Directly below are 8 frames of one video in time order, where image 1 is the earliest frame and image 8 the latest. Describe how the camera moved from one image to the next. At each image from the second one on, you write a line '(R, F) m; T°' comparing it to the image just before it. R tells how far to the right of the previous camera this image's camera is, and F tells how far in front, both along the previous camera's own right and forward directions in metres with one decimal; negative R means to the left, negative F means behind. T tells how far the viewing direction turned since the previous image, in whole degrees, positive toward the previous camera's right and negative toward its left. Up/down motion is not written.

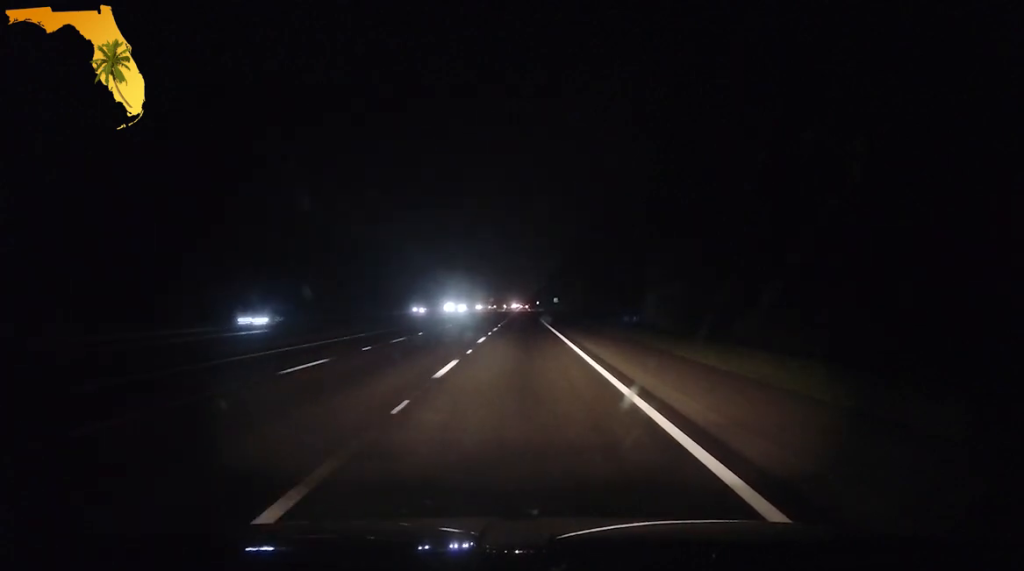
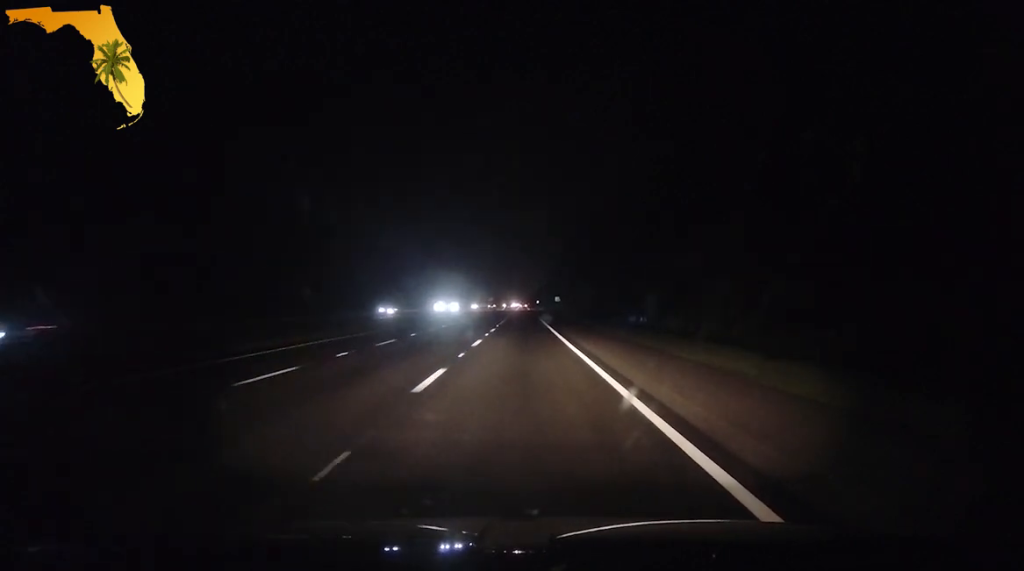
(0.0, +14.2) m; 0°
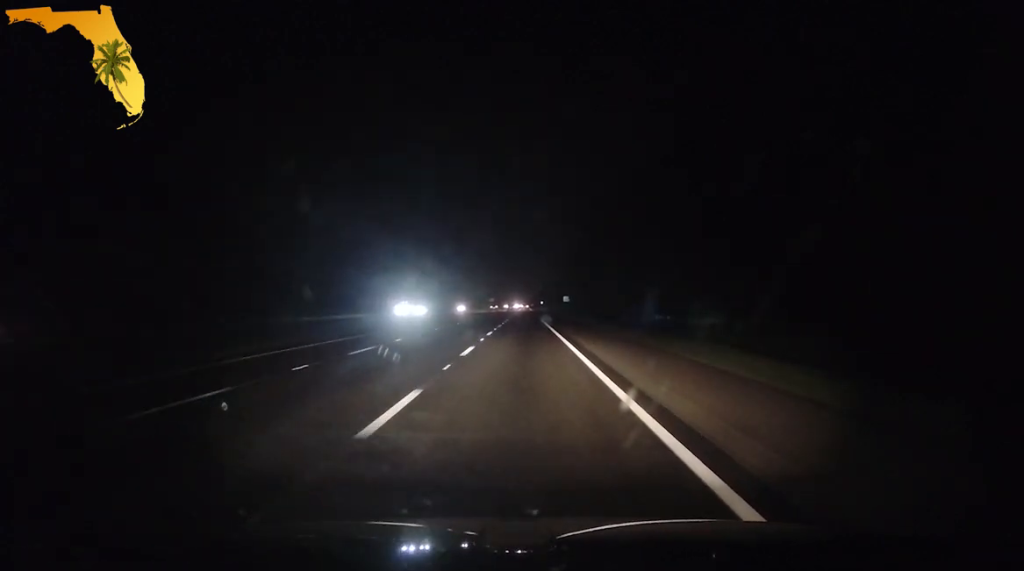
(-0.2, +39.3) m; 0°
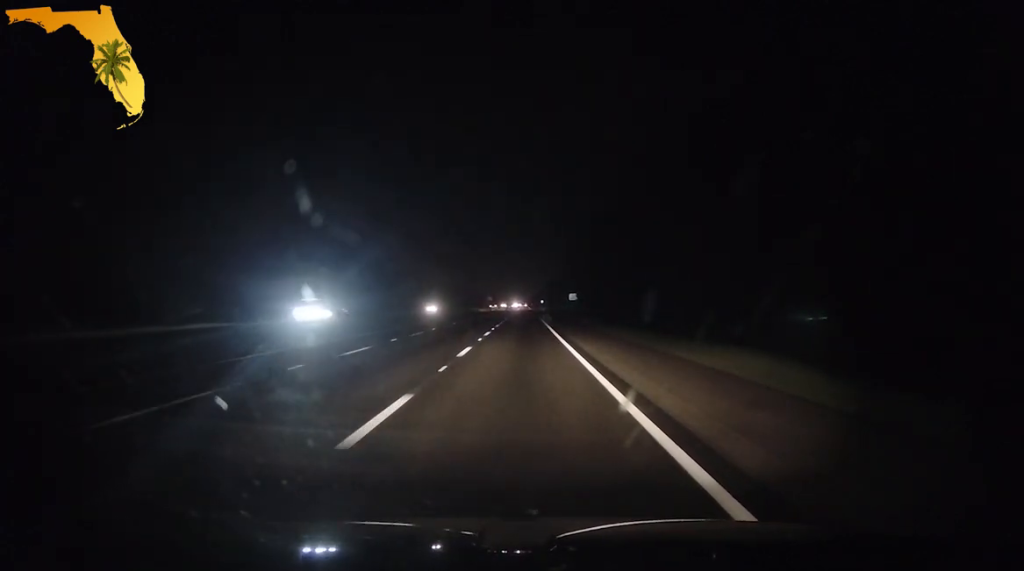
(0.0, +36.3) m; 0°
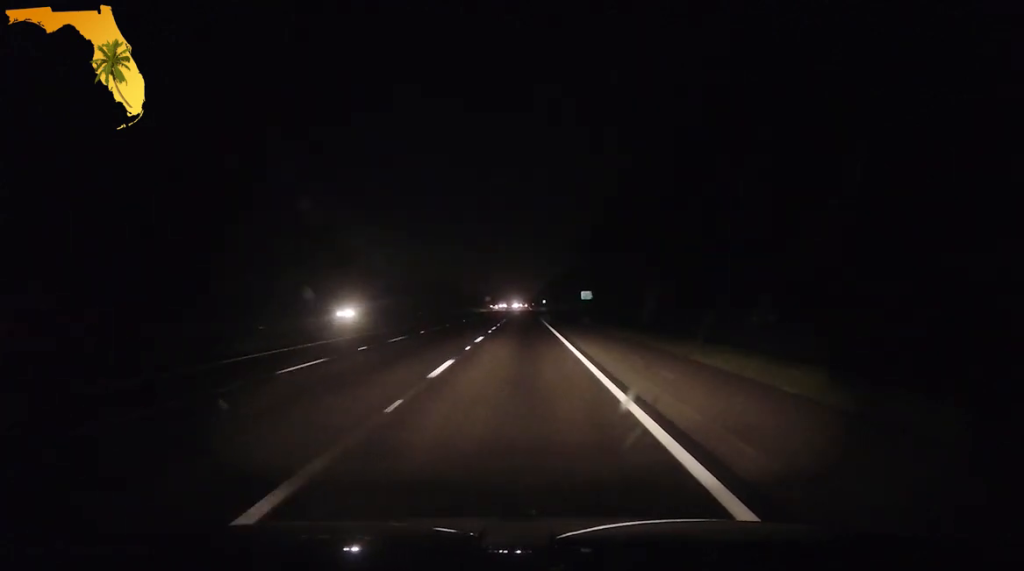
(+0.4, +40.8) m; +1°
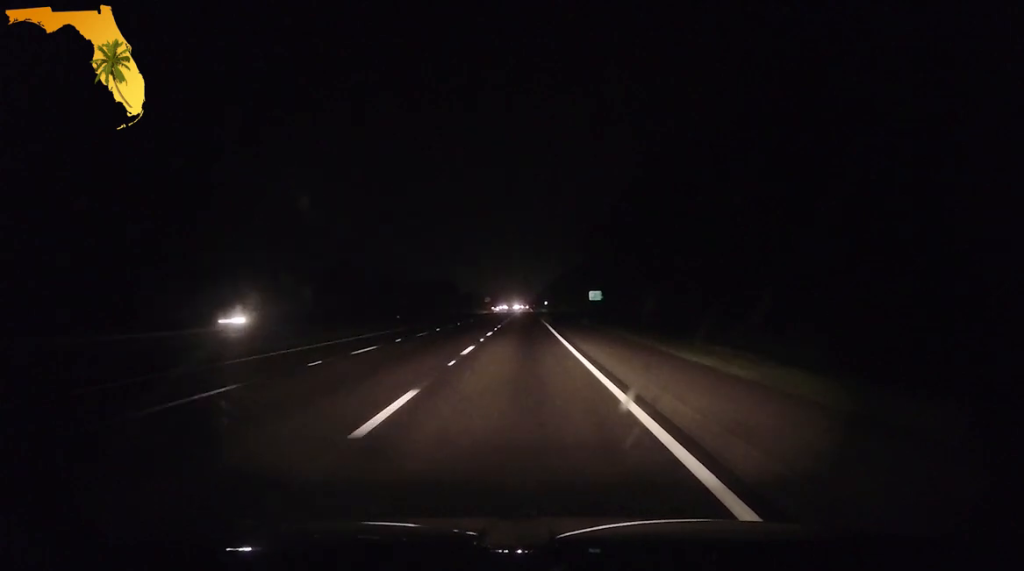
(+0.1, +17.7) m; 0°
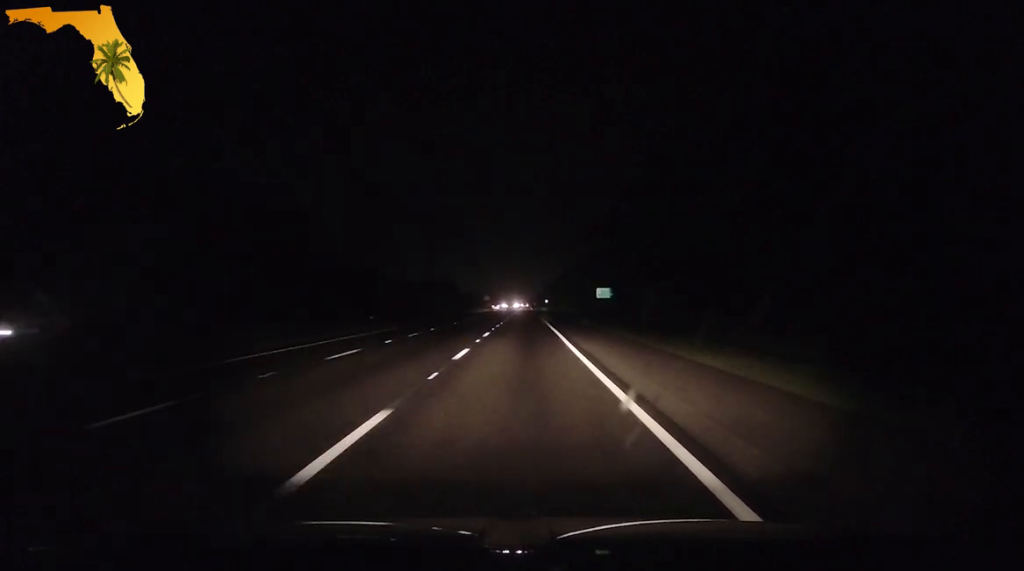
(-0.1, +14.5) m; 0°
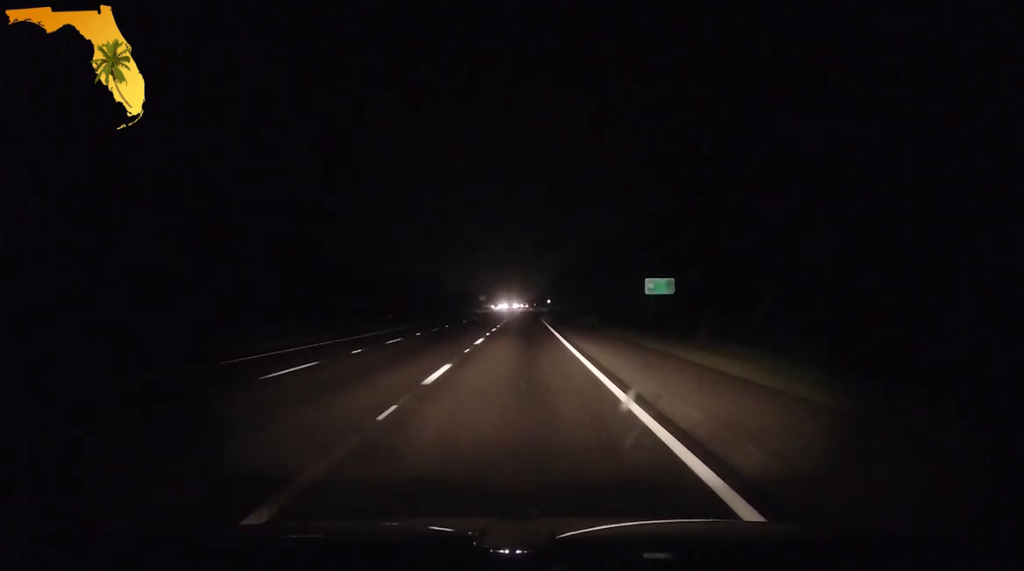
(-0.2, +52.5) m; 0°
